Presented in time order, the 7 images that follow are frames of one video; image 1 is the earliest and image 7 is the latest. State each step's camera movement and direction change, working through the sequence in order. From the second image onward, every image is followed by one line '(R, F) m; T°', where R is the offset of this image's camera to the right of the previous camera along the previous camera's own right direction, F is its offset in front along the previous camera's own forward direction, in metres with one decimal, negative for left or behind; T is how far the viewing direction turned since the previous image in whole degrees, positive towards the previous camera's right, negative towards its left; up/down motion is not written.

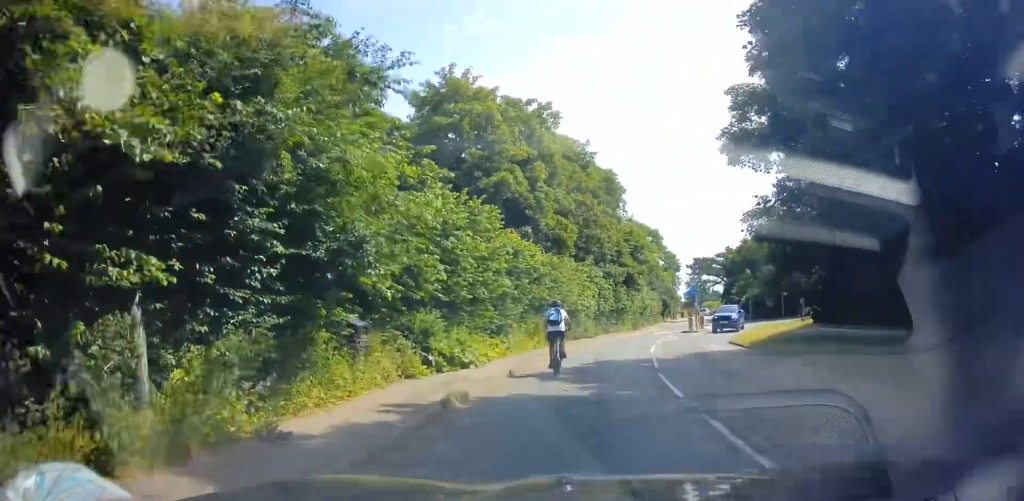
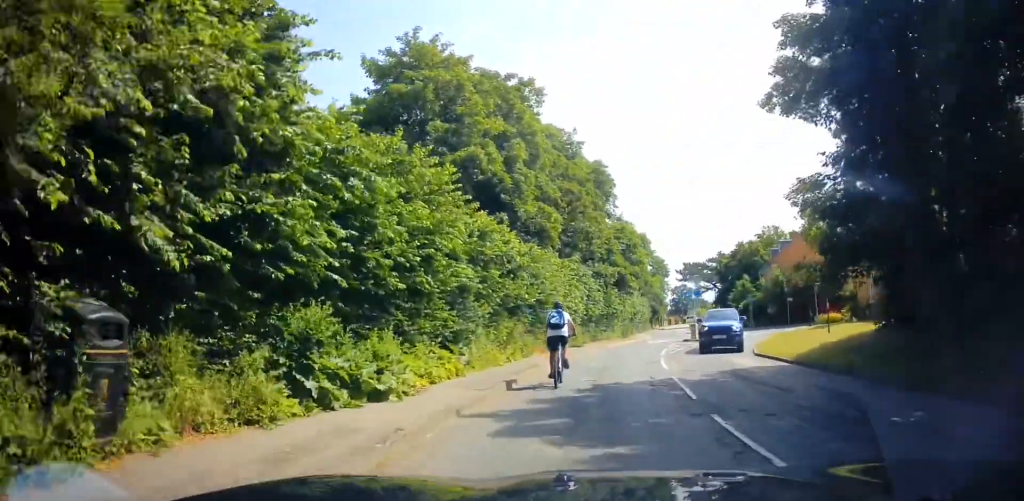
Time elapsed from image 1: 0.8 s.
(+0.3, +5.4) m; +2°
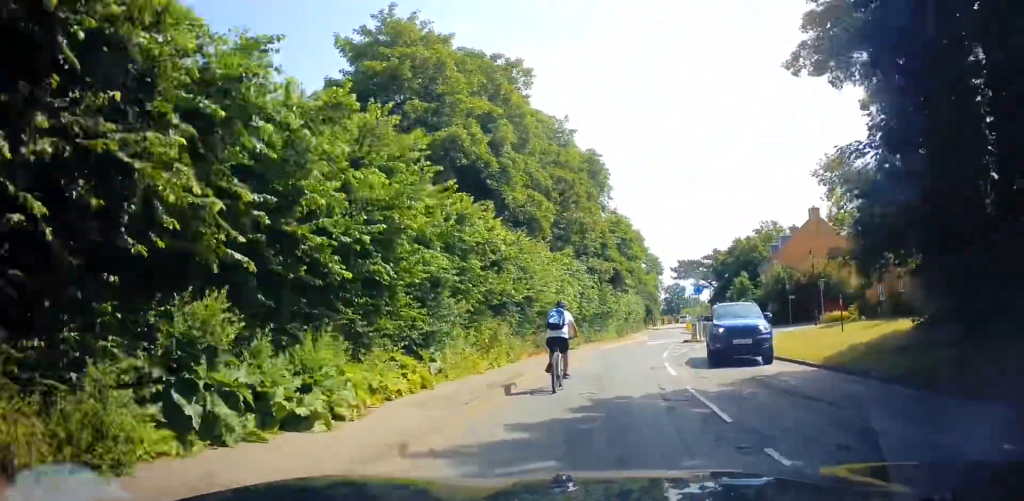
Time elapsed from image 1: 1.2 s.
(-0.2, +2.5) m; 0°
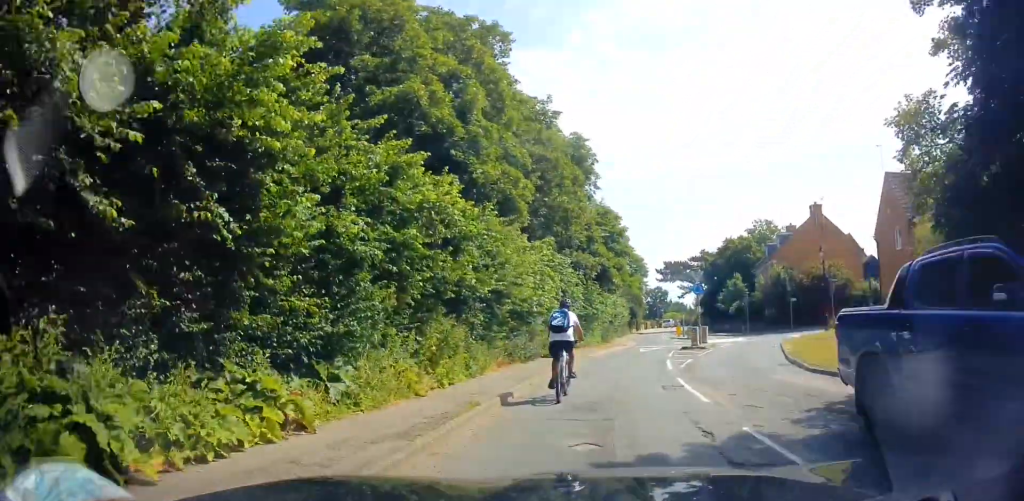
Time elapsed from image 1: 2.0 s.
(+0.1, +4.2) m; +3°
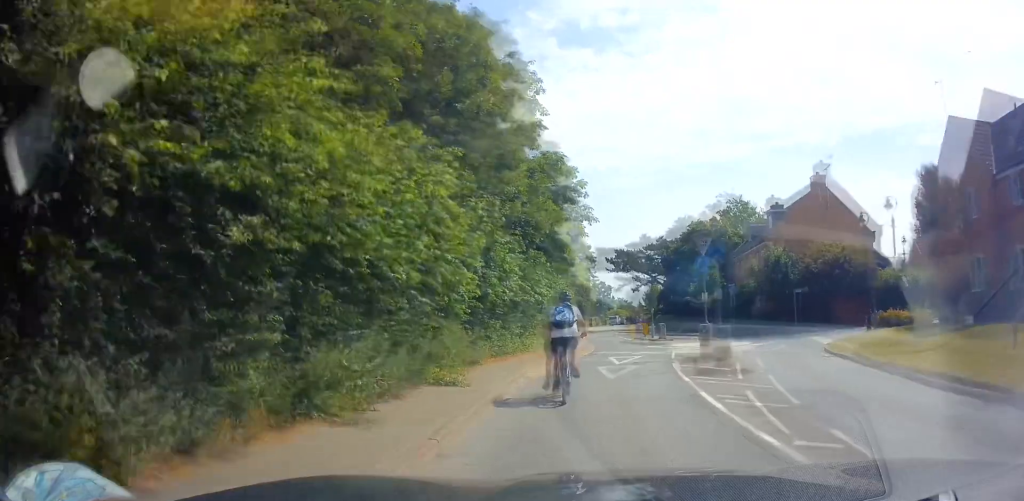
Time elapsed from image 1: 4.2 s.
(+0.5, +11.5) m; +1°
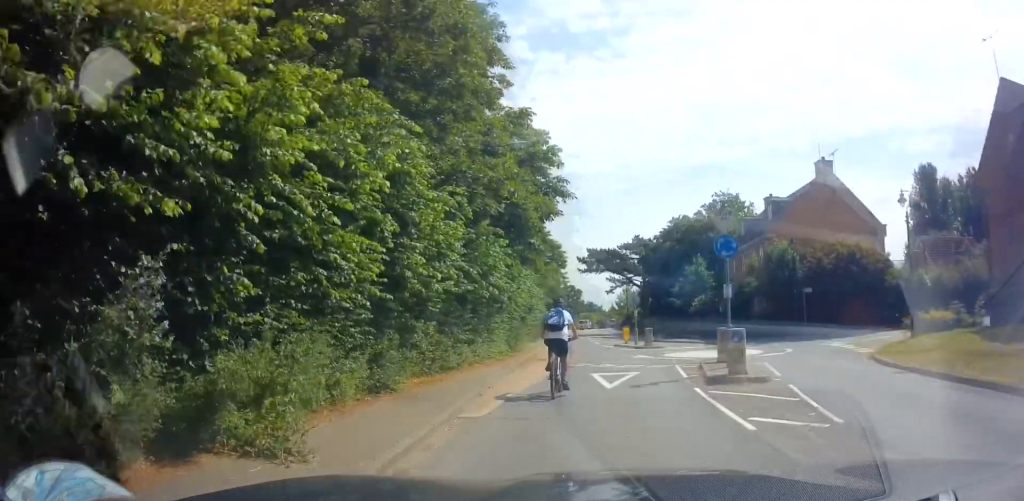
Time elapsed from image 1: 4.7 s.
(0.0, +2.2) m; 0°
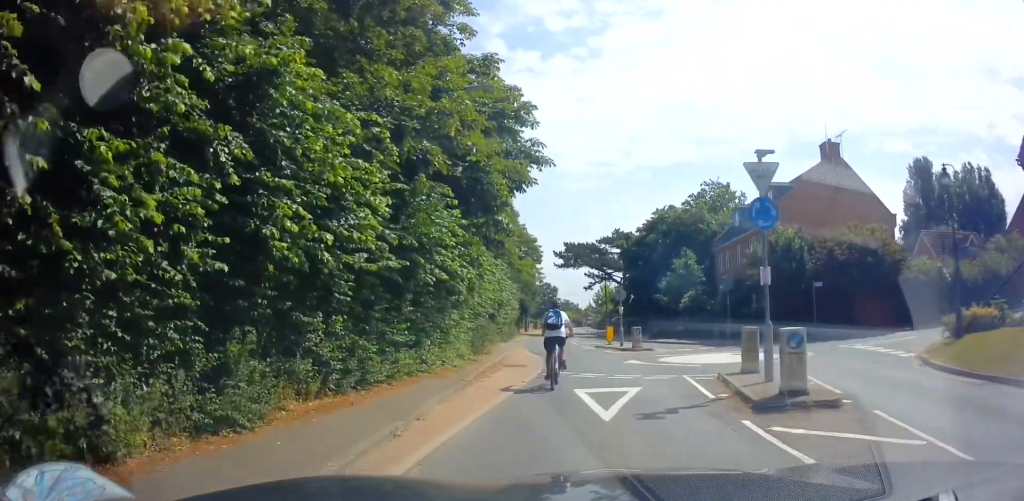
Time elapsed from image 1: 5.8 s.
(+0.2, +4.3) m; +5°
